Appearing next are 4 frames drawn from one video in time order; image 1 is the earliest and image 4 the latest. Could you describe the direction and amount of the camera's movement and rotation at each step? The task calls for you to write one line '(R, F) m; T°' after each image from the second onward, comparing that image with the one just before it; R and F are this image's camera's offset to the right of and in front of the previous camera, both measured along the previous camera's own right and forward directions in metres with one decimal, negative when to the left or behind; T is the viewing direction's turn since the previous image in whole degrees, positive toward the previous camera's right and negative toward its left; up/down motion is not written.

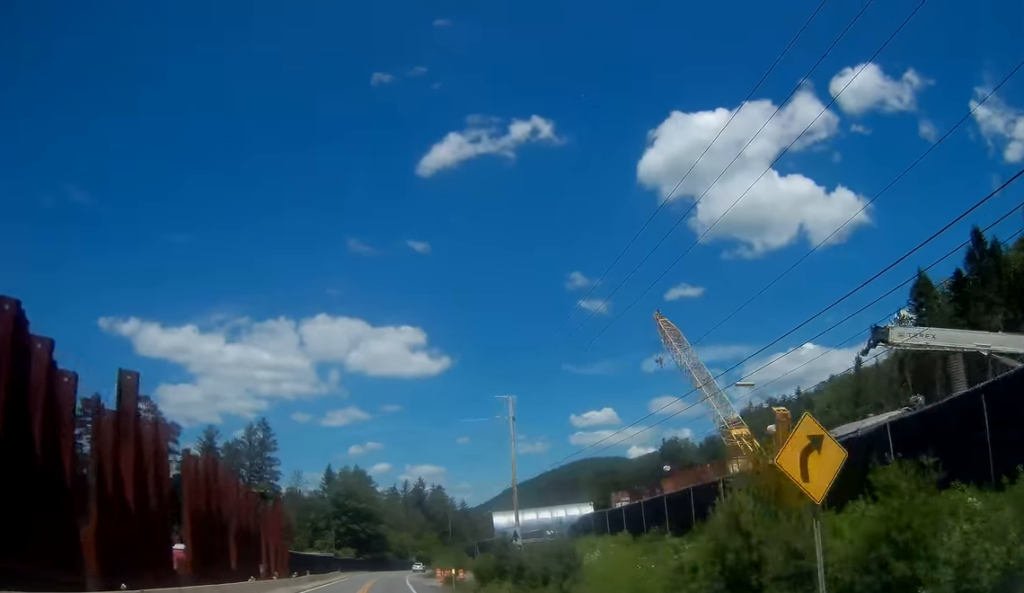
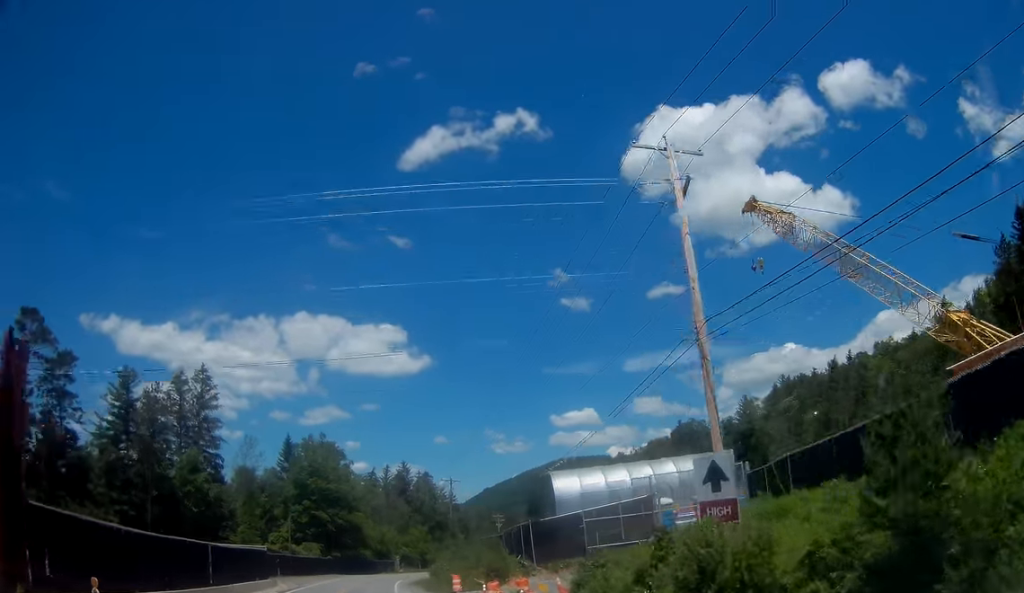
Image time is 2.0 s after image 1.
(+0.1, +31.9) m; 0°
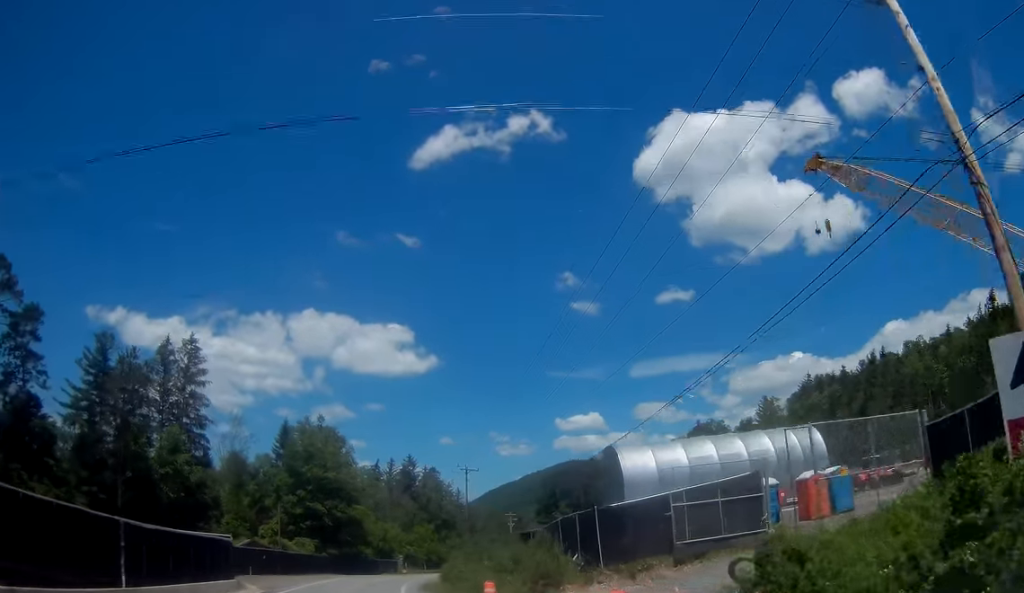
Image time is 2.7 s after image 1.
(0.0, +10.1) m; 0°
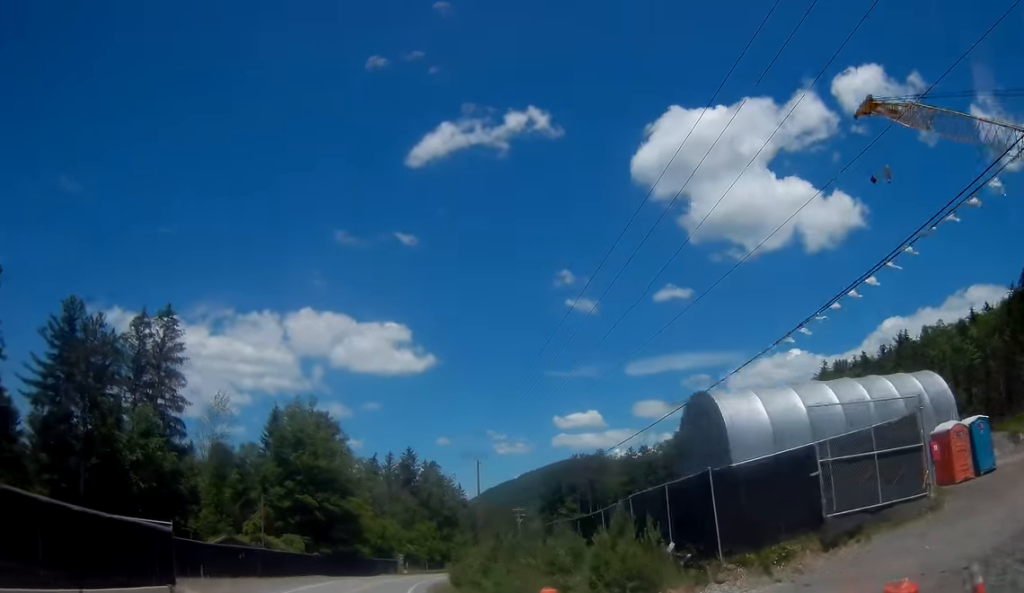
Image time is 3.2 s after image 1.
(+0.1, +9.2) m; -1°
